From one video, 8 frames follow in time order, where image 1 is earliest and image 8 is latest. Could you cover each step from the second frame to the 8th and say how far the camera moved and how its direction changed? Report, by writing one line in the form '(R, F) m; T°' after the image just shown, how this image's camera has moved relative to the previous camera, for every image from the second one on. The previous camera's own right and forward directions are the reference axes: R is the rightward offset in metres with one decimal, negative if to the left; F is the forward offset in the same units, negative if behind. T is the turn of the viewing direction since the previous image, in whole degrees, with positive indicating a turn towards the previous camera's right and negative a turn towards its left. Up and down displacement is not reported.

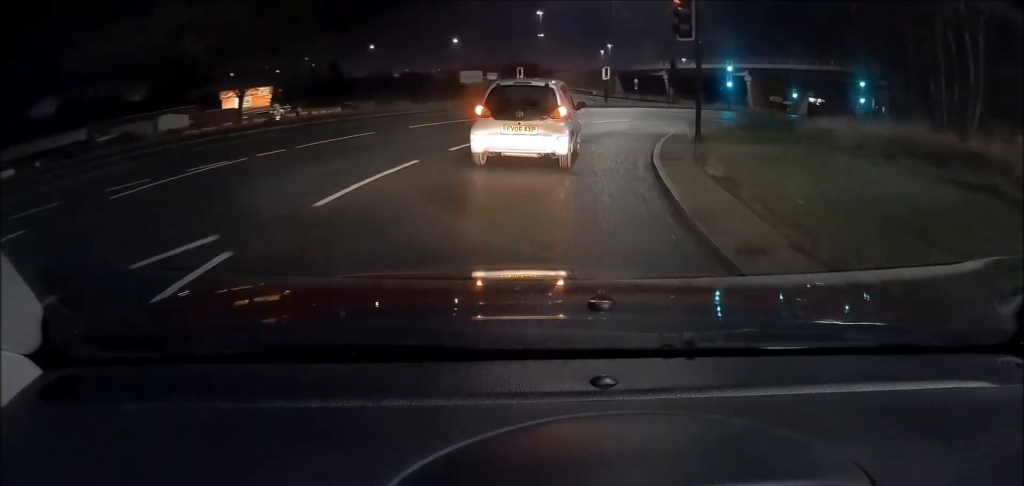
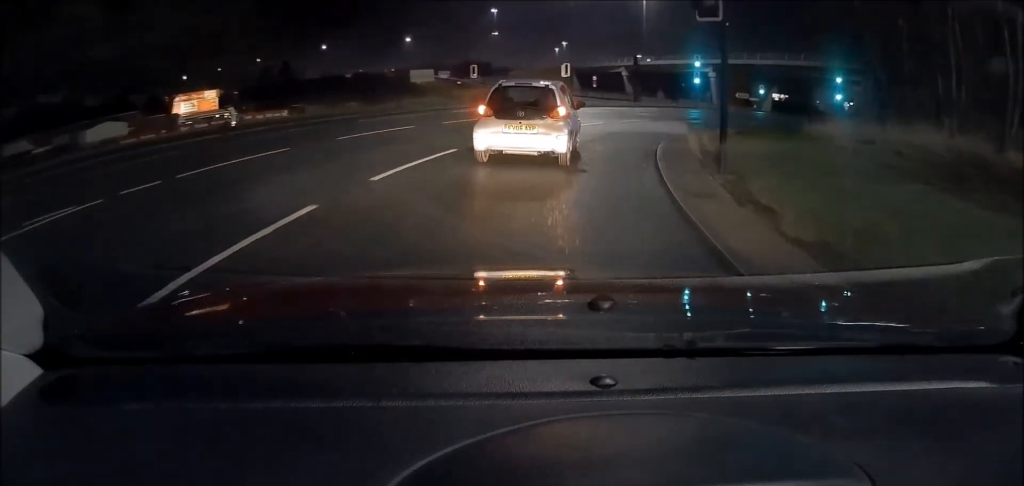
(+0.1, +4.0) m; +5°
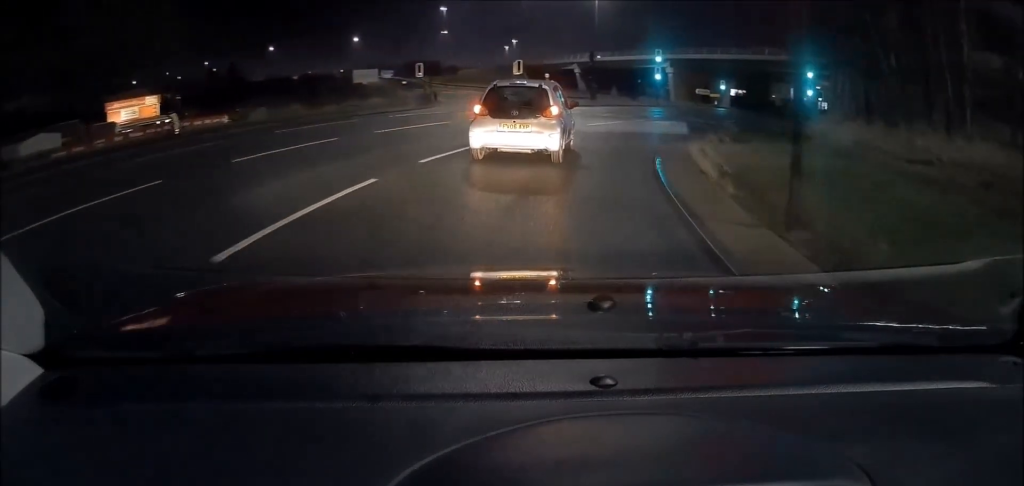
(+0.1, +3.7) m; +5°
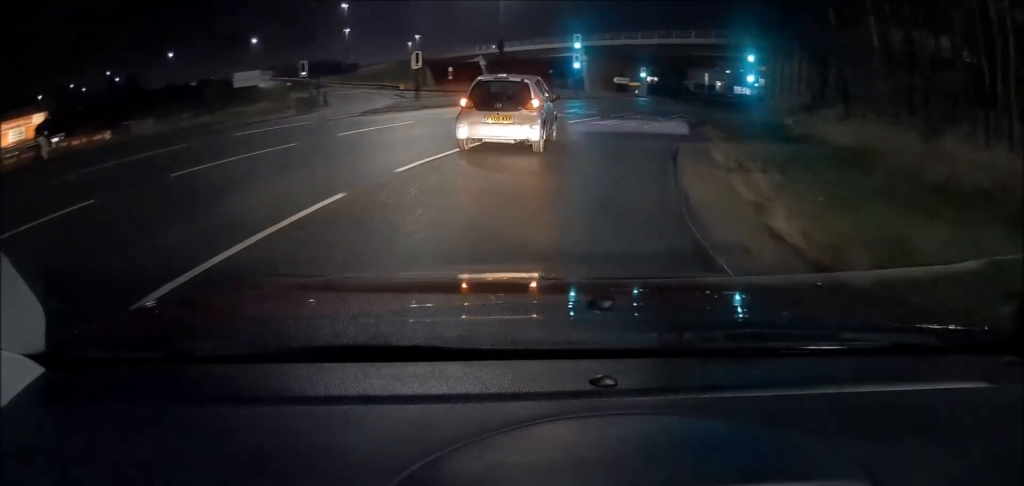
(+0.5, +7.1) m; +10°
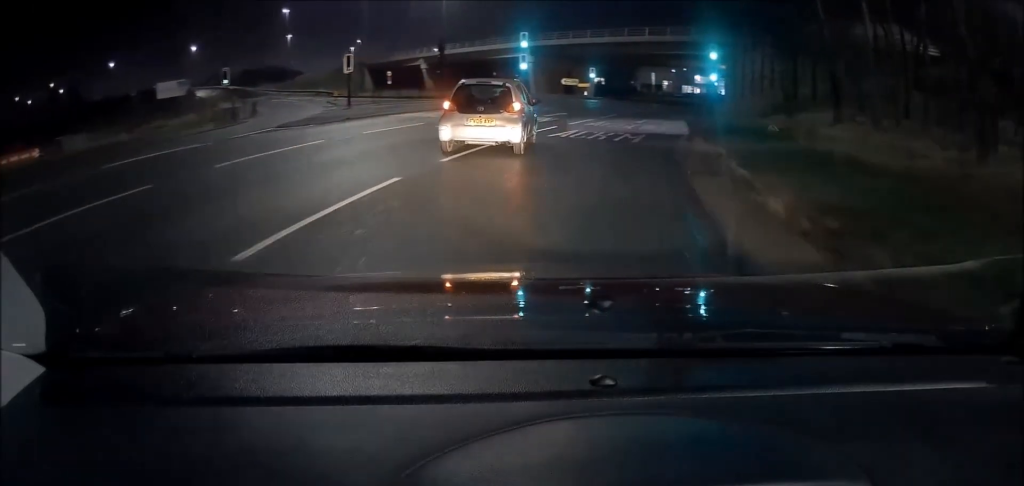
(+0.4, +4.4) m; +4°
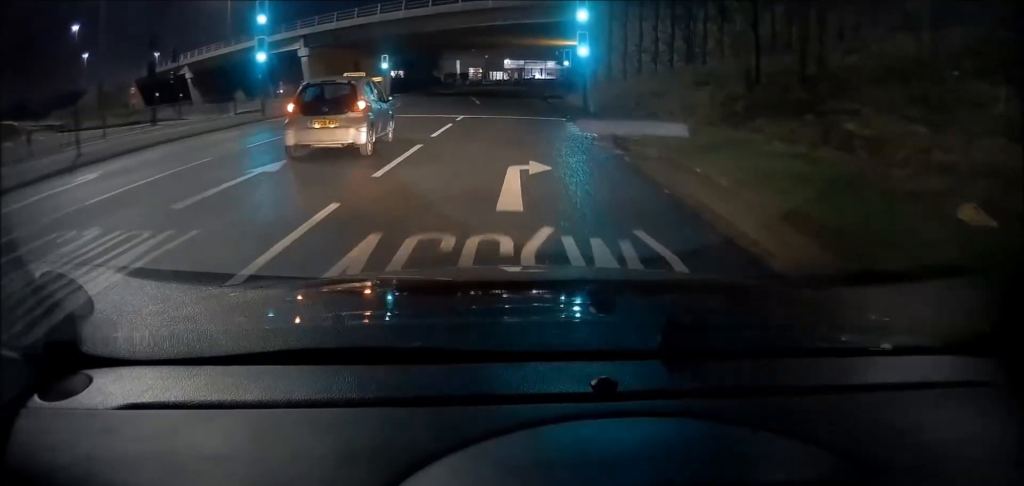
(+2.7, +19.9) m; +12°
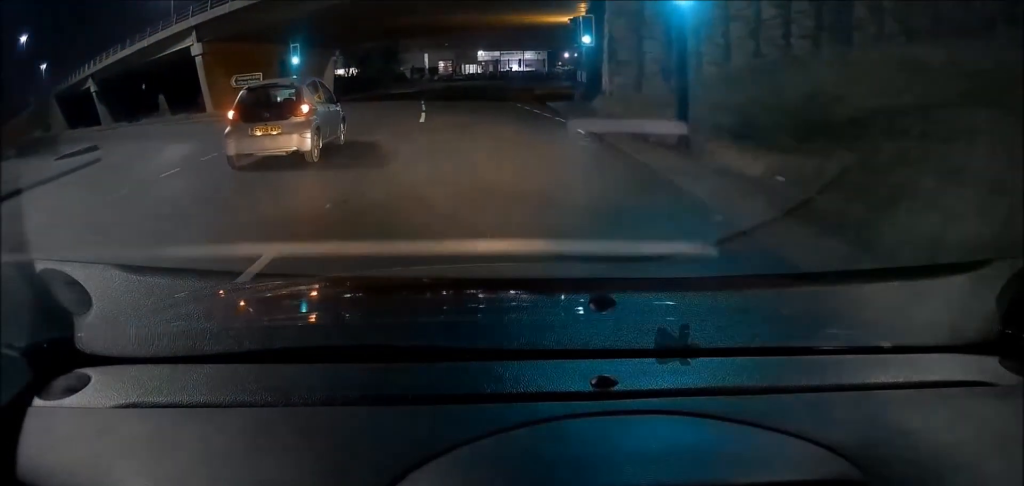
(+0.8, +17.7) m; +2°
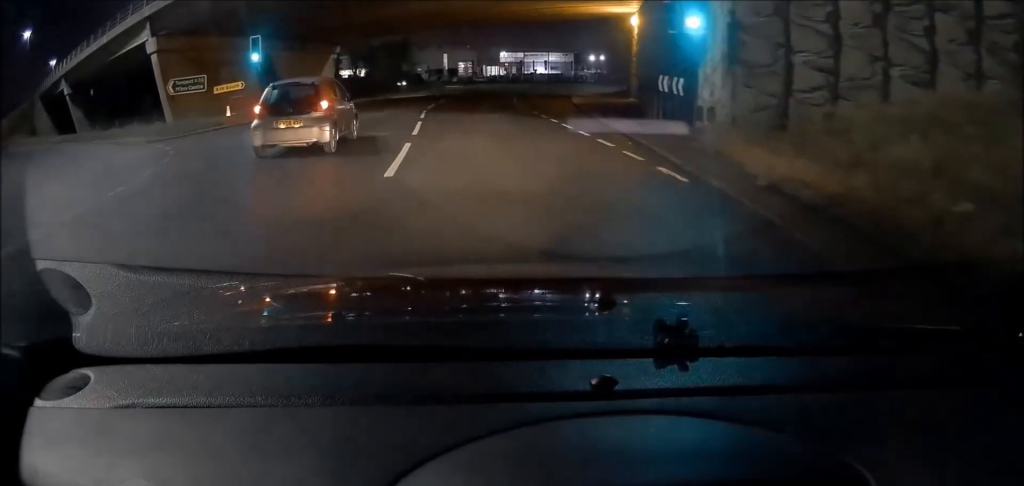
(-0.2, +9.2) m; -4°
